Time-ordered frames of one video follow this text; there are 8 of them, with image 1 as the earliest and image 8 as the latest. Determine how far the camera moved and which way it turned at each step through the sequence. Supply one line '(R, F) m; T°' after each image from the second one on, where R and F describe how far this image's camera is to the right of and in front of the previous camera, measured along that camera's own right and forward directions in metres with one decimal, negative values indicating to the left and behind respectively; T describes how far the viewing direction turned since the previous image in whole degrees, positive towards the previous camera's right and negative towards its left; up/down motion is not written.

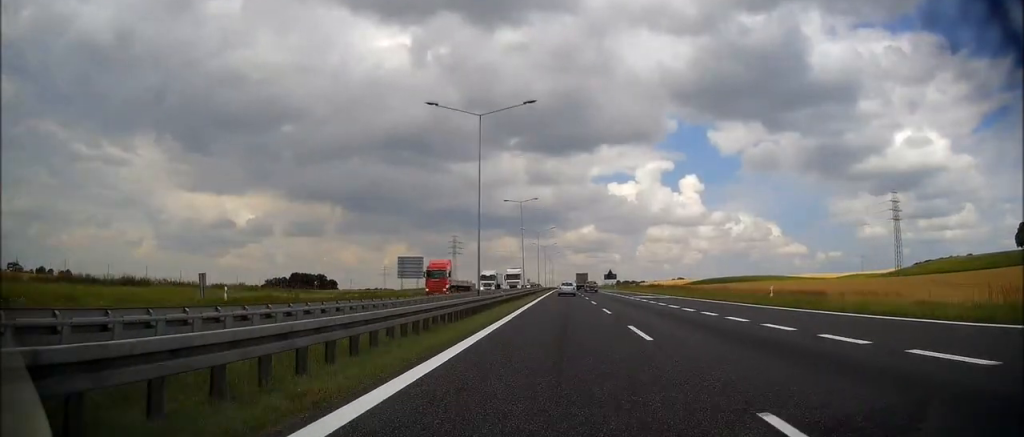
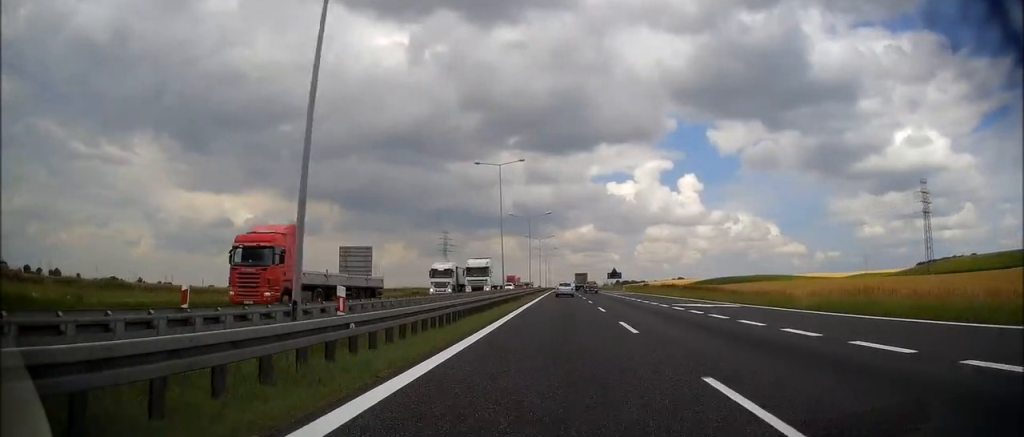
(-0.1, +22.1) m; 0°
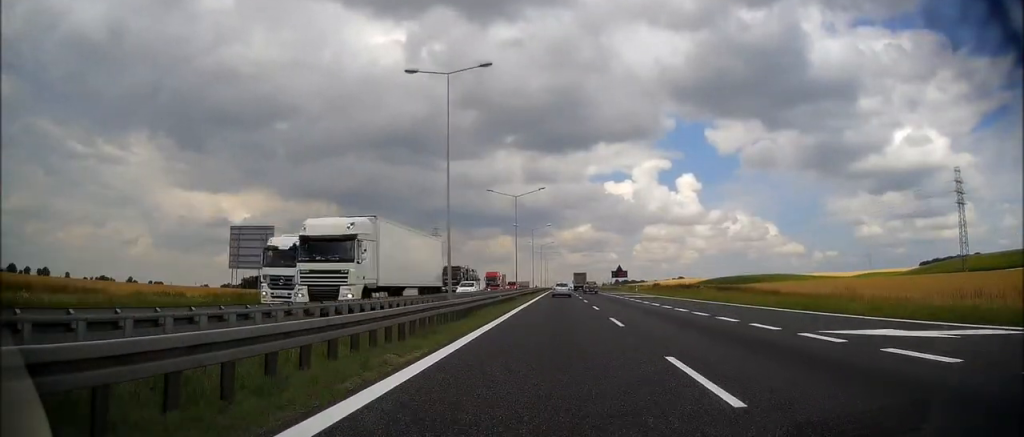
(-0.1, +21.8) m; 0°
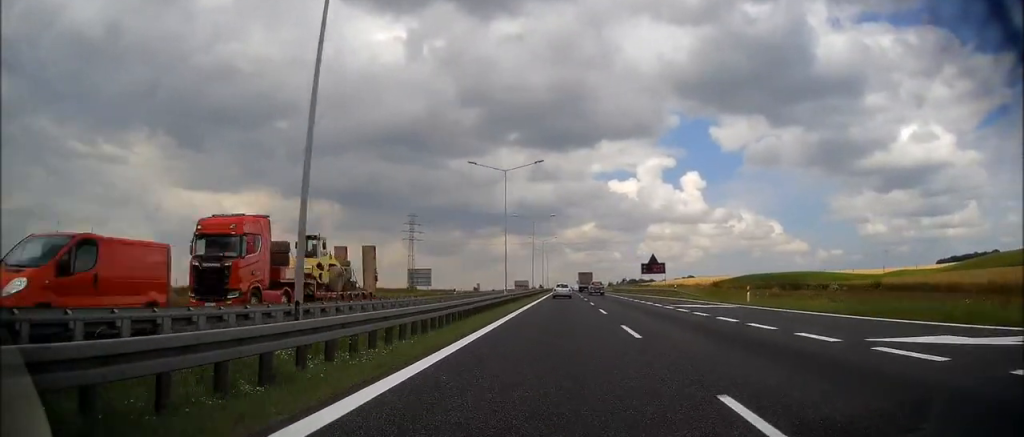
(+0.3, +52.0) m; 0°
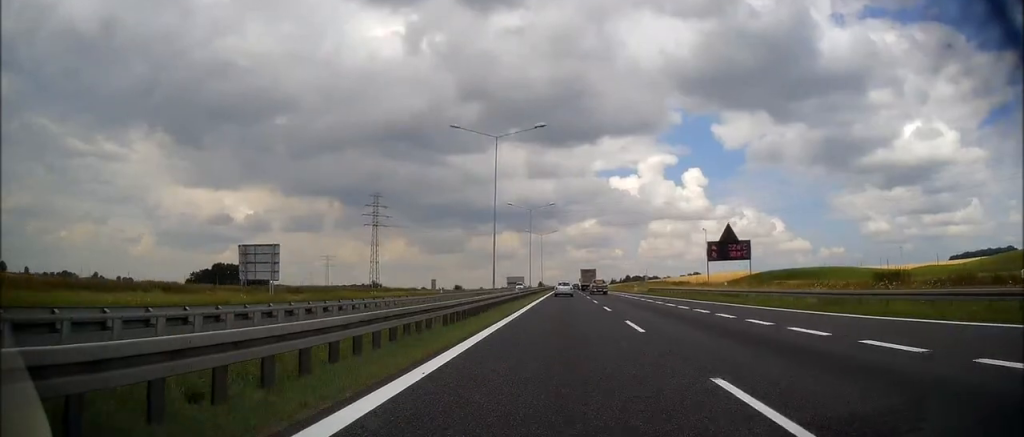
(0.0, +47.4) m; 0°
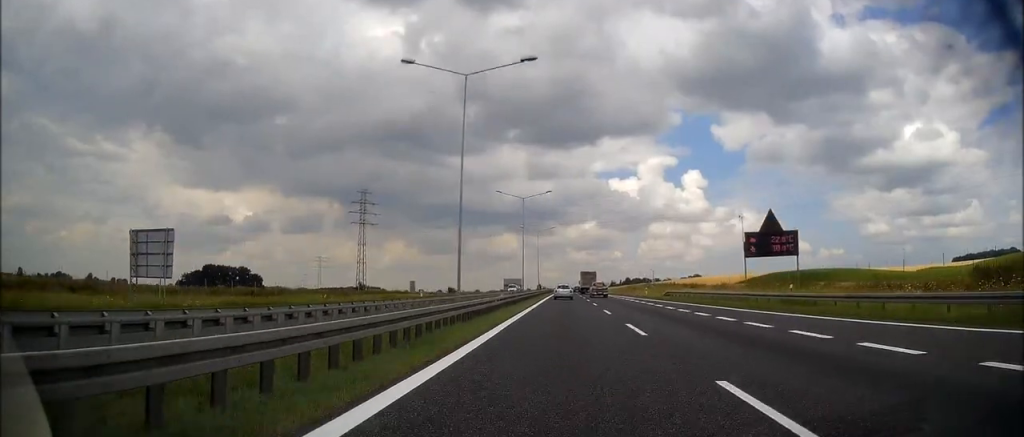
(0.0, +12.1) m; 0°
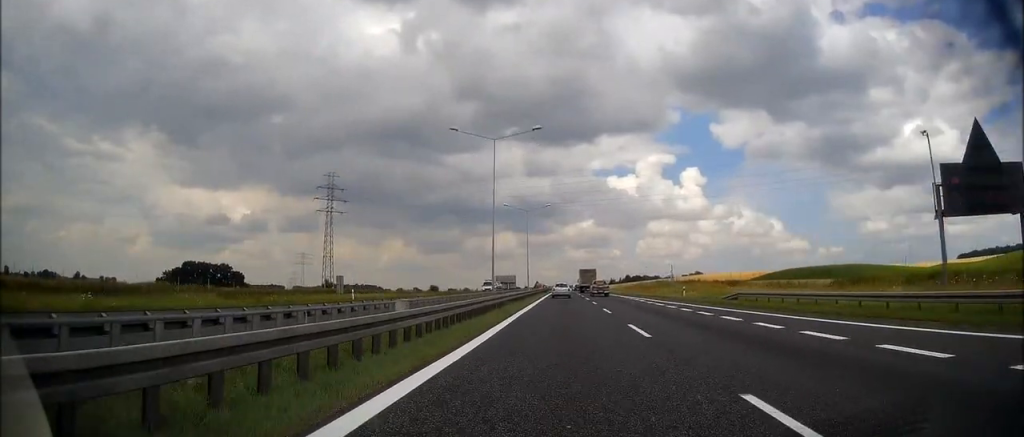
(0.0, +25.1) m; 0°
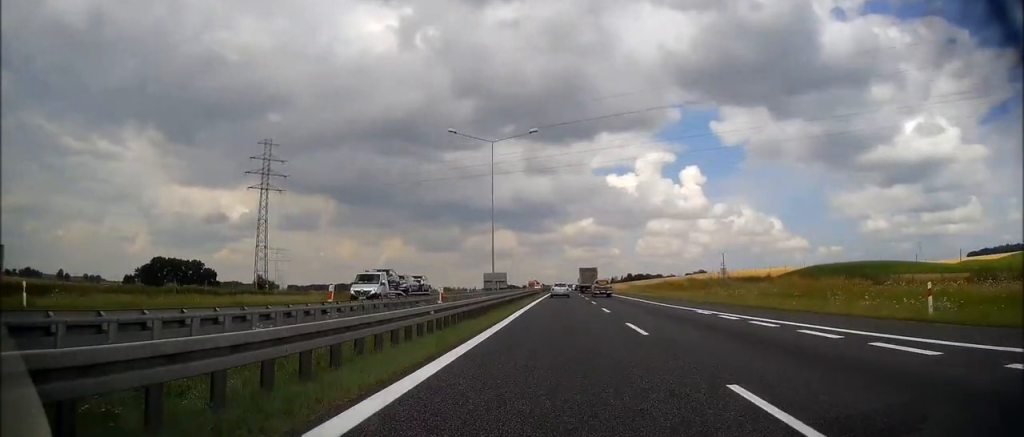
(+0.1, +36.1) m; 0°
